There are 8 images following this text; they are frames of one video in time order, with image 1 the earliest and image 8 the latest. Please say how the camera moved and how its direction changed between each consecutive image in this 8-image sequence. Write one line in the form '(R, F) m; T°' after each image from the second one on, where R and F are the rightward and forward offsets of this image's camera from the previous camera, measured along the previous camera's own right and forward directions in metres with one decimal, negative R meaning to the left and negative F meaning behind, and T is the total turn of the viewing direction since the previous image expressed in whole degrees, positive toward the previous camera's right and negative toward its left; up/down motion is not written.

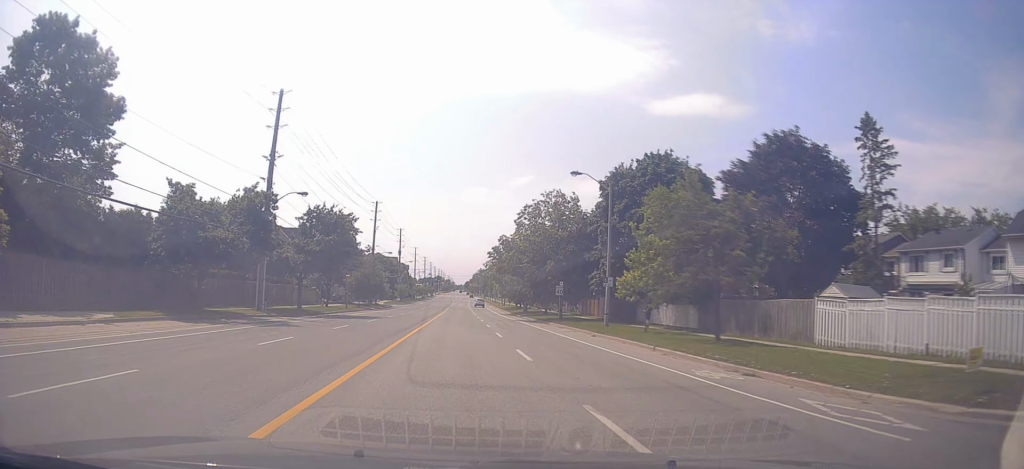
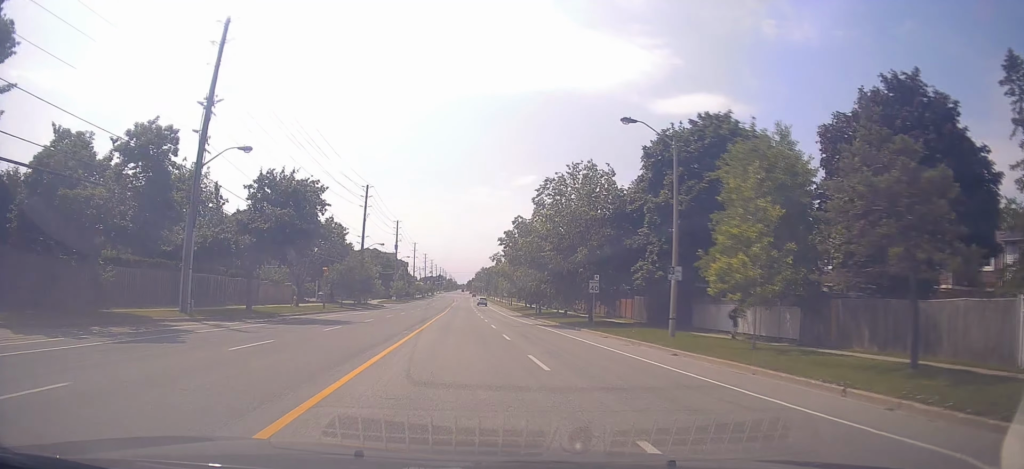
(-0.3, +10.5) m; 0°
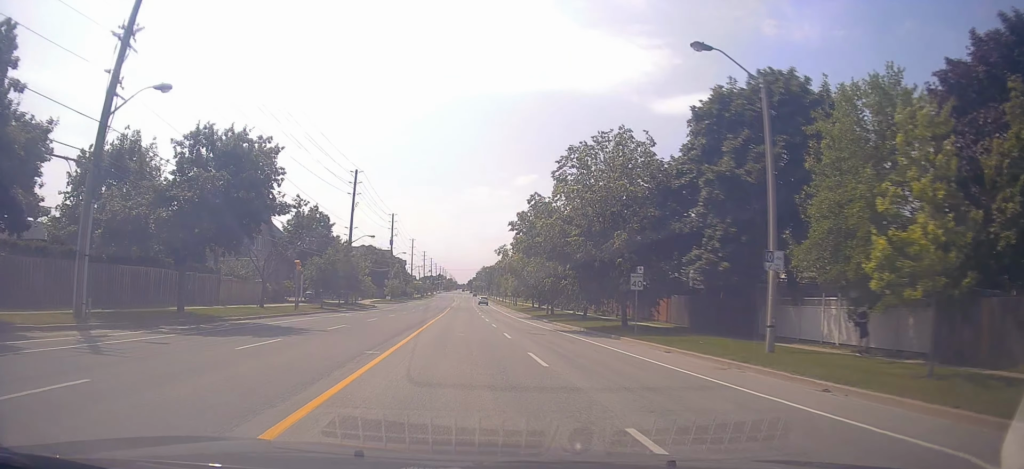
(+0.4, +8.4) m; 0°
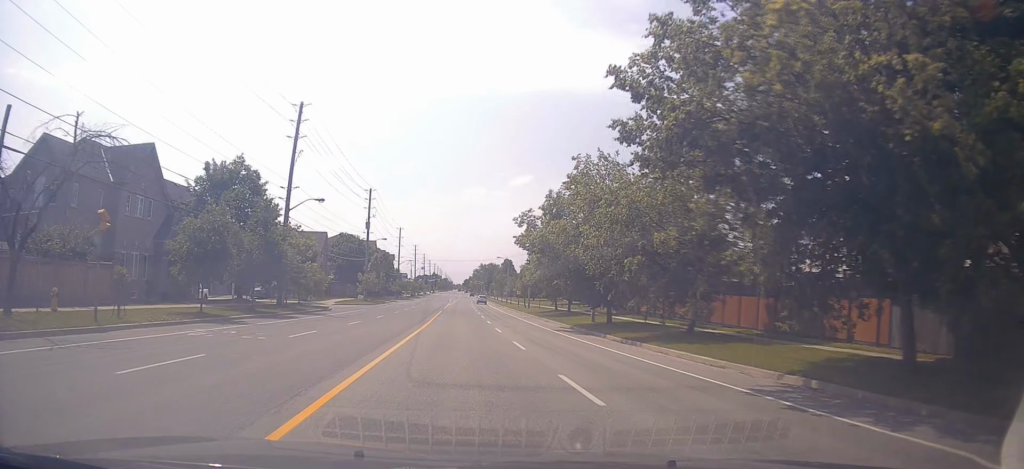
(0.0, +22.1) m; +1°
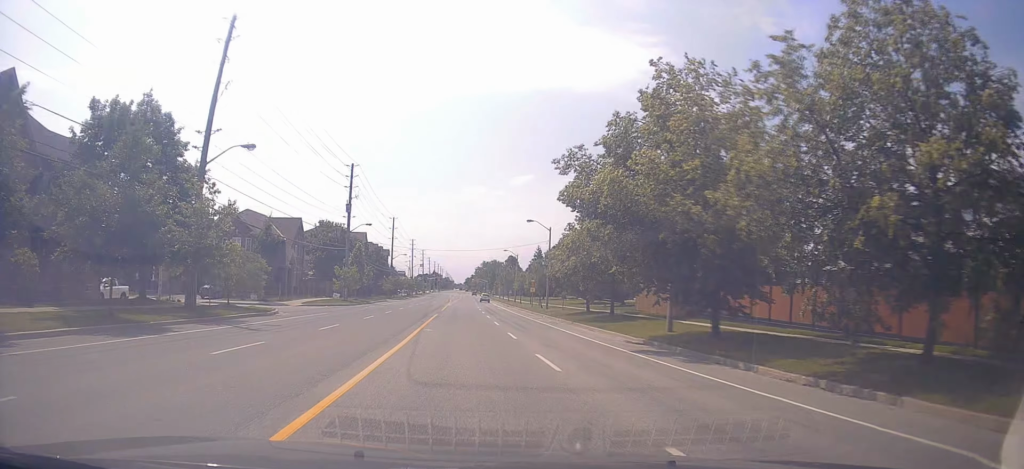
(-0.4, +14.7) m; -2°
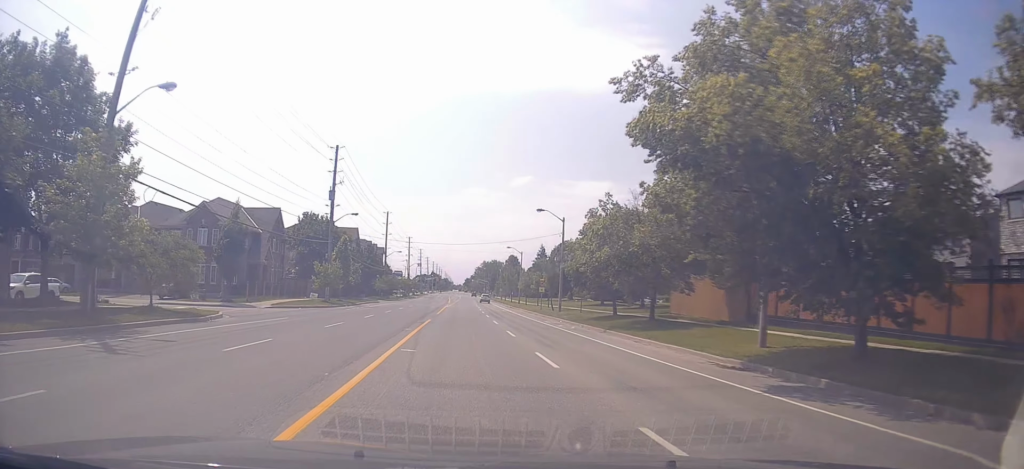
(0.0, +8.1) m; +1°
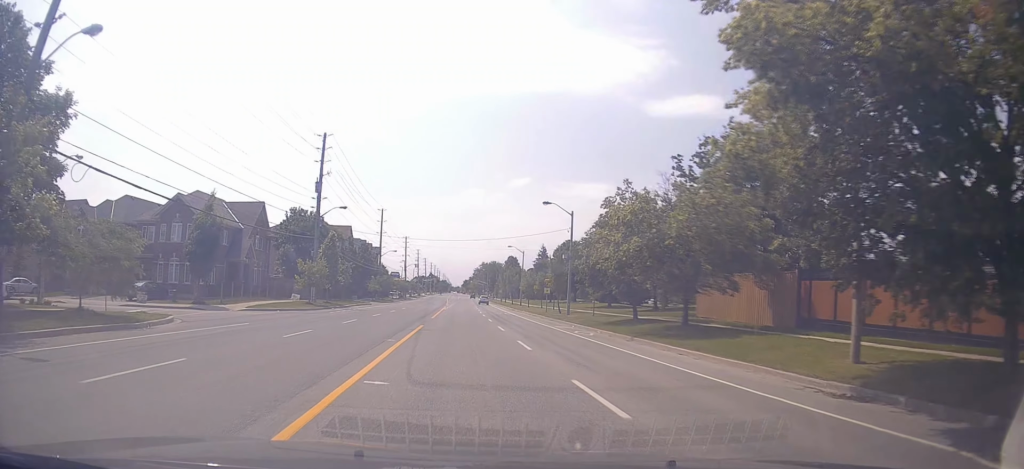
(+0.1, +5.1) m; 0°
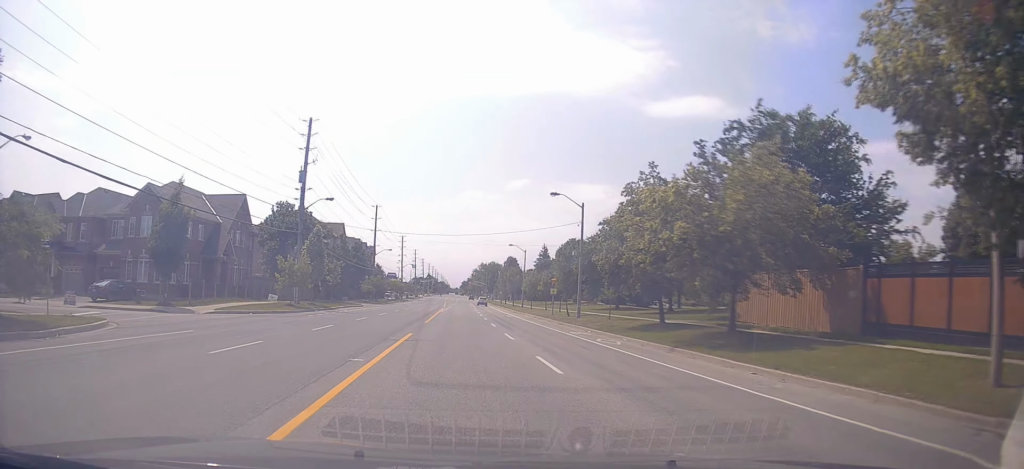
(0.0, +4.7) m; 0°
